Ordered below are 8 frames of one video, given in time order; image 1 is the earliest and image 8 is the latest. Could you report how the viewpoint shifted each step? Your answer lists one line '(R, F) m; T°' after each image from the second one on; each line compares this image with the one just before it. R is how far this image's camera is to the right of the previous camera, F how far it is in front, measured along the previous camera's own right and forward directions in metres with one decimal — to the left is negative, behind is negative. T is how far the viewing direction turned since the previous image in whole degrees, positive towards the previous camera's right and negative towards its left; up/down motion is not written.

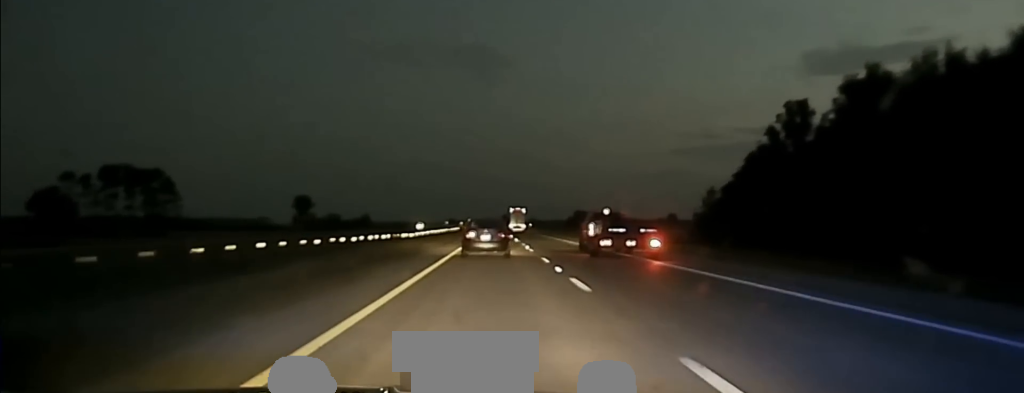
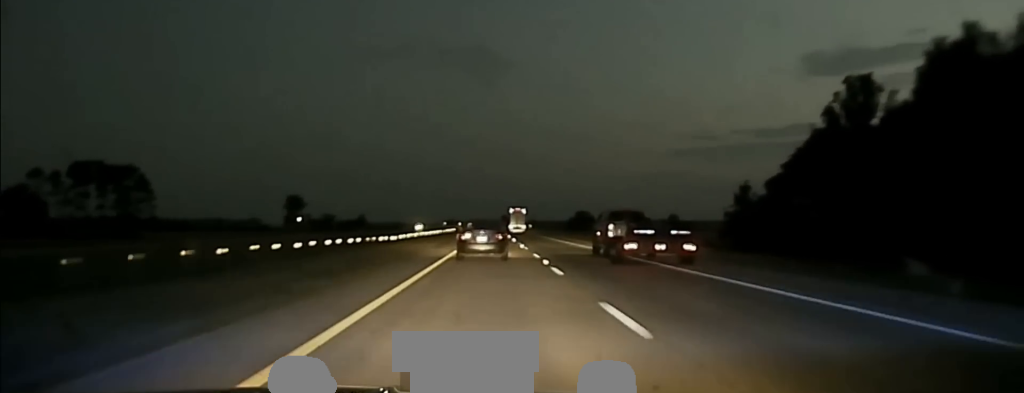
(0.0, +21.1) m; 0°
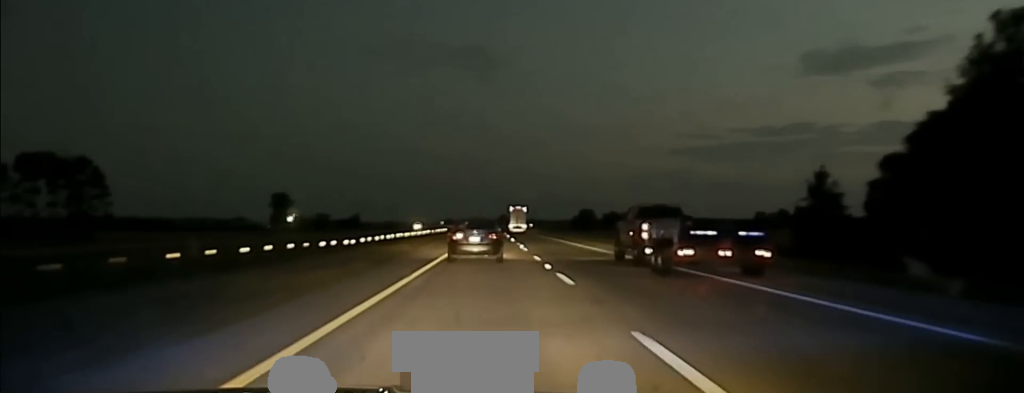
(0.0, +34.1) m; 0°
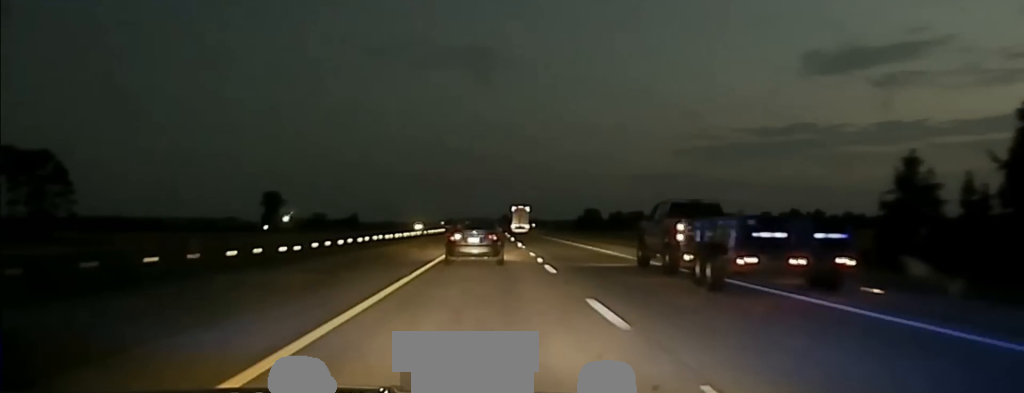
(0.0, +22.8) m; 0°
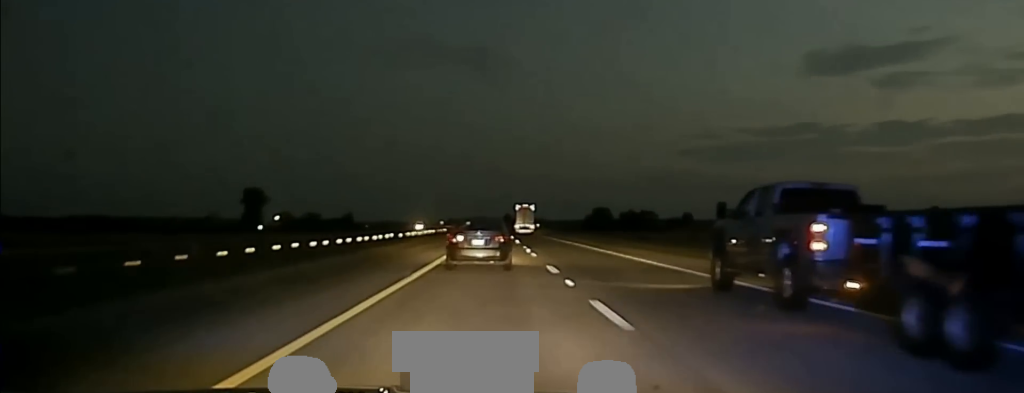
(0.0, +36.8) m; 0°
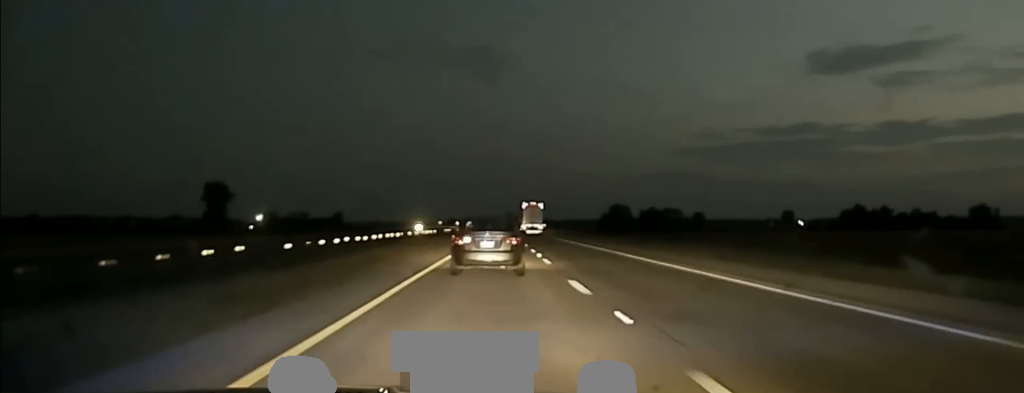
(-0.2, +50.7) m; 0°
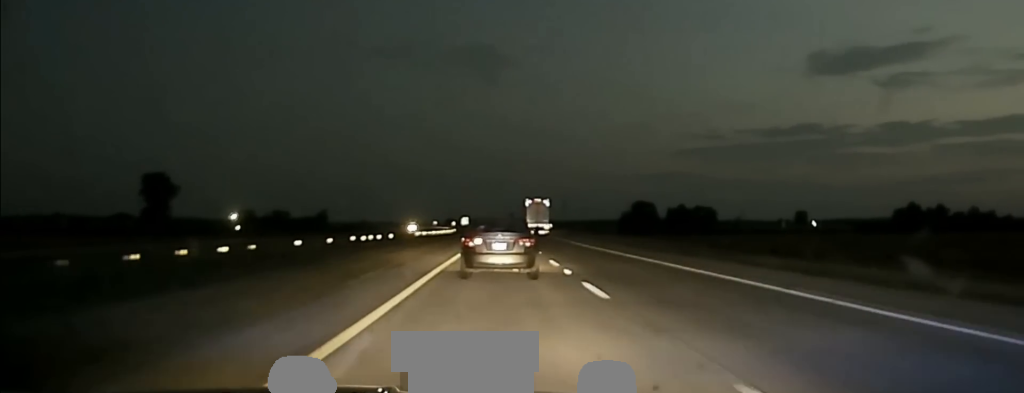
(-0.3, +55.4) m; 0°
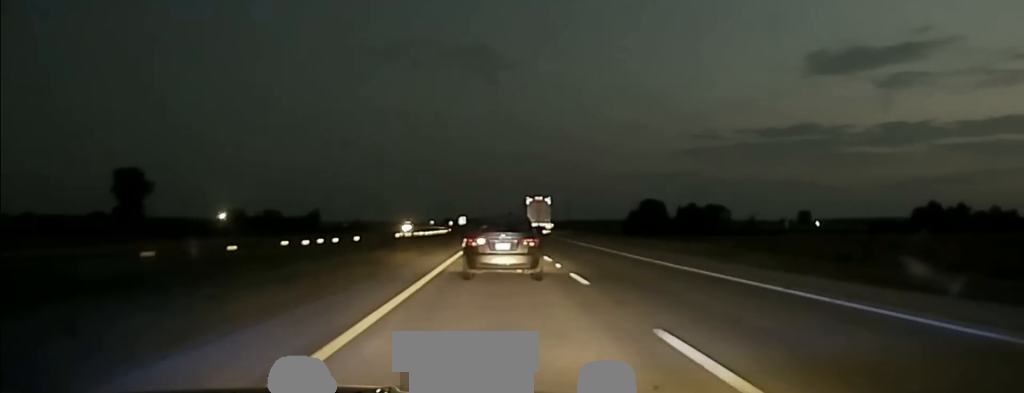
(0.0, +18.5) m; 0°
